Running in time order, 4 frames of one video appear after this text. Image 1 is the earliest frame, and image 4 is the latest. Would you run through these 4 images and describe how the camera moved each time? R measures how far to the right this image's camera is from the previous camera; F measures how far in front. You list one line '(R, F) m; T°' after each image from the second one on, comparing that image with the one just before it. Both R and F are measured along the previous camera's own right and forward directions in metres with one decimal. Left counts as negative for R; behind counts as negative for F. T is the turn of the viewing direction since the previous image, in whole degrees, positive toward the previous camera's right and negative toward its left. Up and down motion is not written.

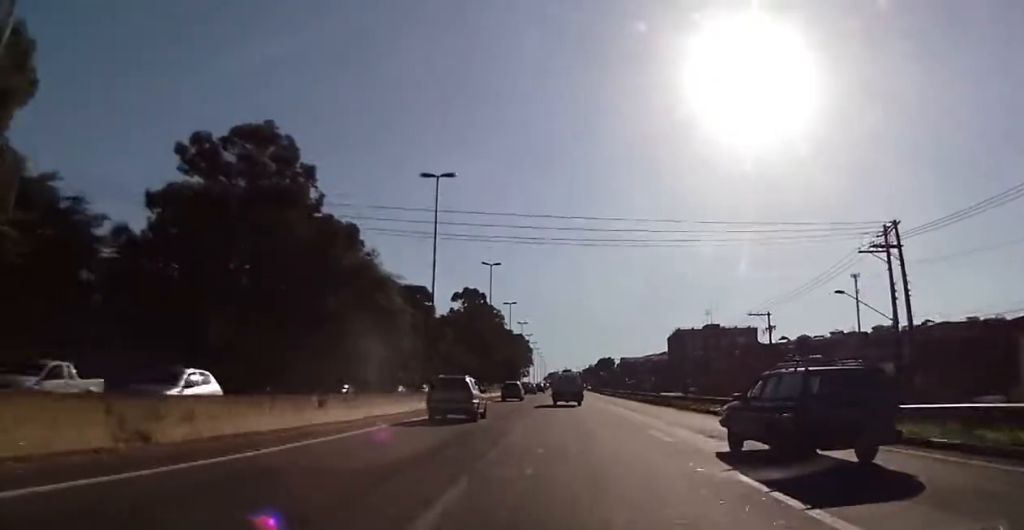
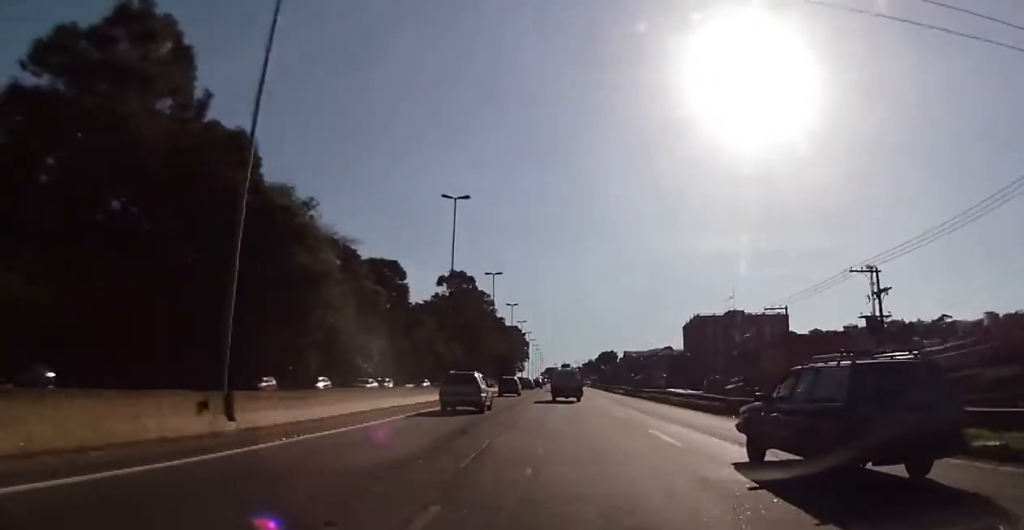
(0.0, +22.5) m; 0°
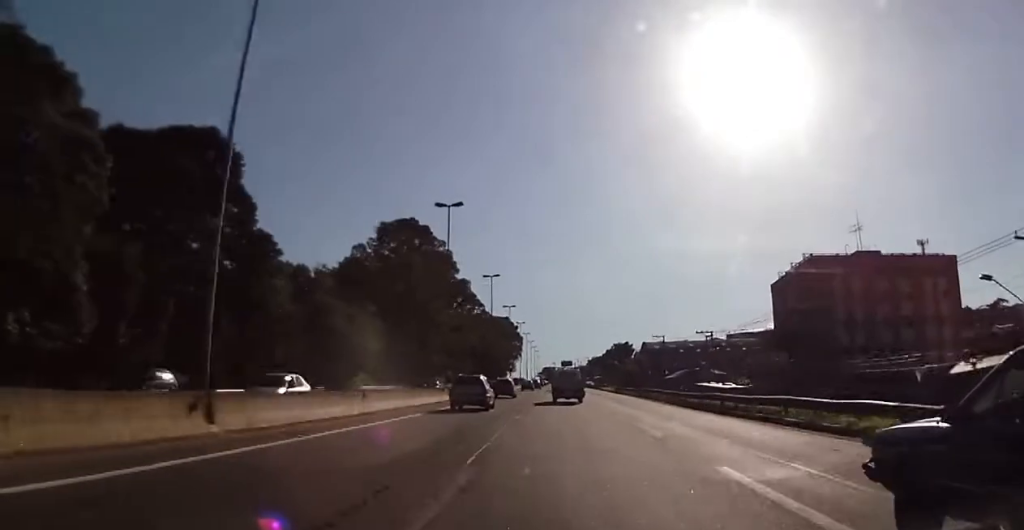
(0.0, +59.7) m; 0°
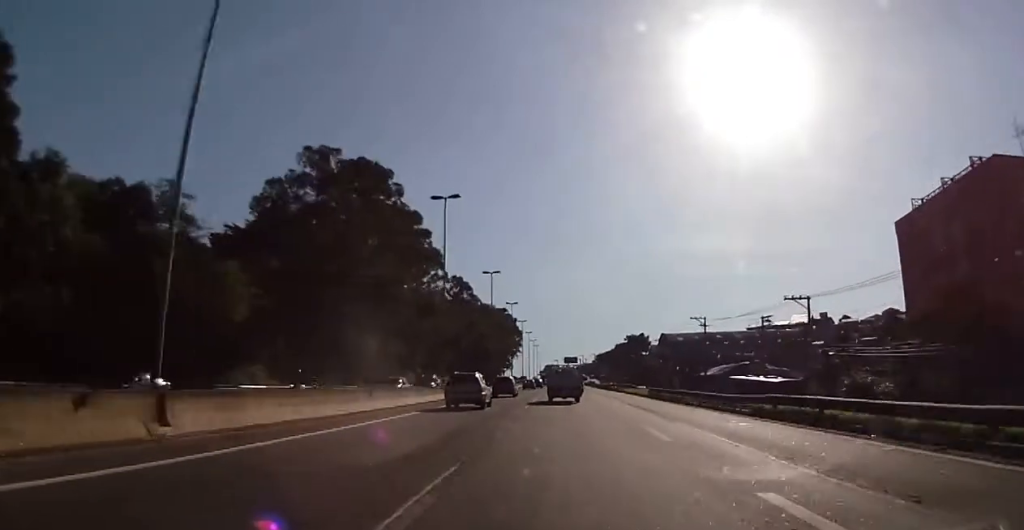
(+0.6, +31.4) m; +1°
